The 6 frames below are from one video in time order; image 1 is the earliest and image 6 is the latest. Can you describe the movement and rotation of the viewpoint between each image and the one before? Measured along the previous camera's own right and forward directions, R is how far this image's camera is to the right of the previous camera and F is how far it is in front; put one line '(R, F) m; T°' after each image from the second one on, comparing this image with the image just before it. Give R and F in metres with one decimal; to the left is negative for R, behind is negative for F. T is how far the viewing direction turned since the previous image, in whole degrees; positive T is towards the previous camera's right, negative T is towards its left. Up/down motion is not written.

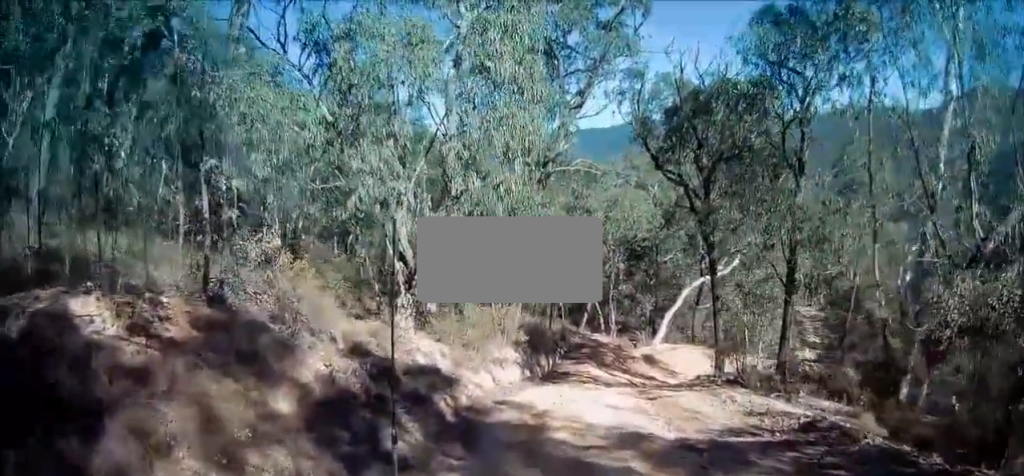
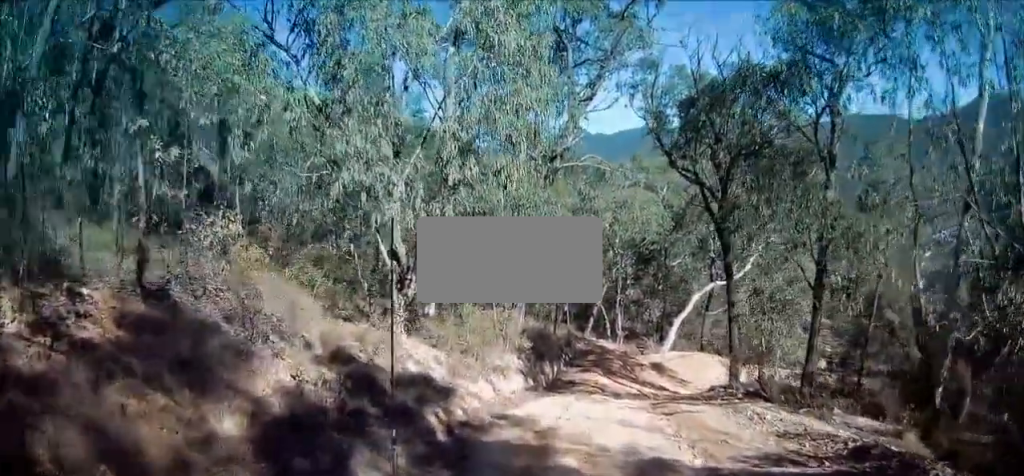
(+0.3, +1.2) m; 0°
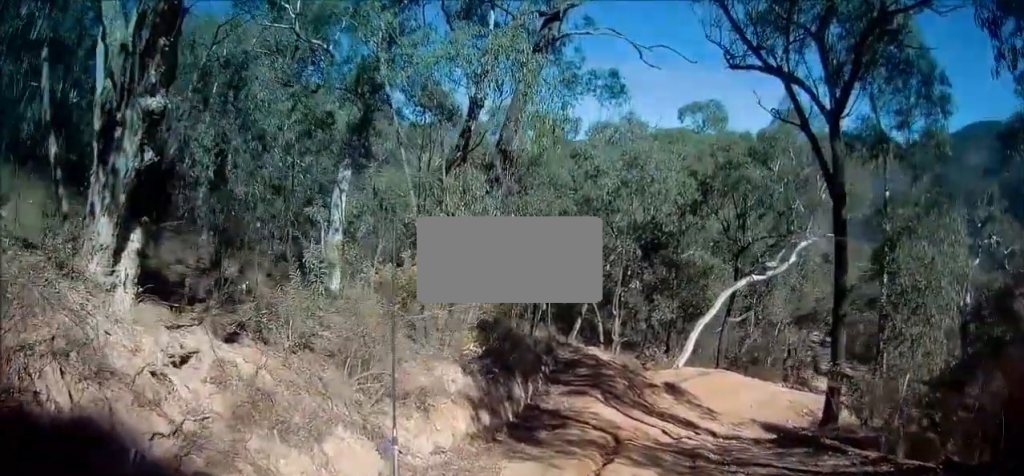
(-0.1, +8.2) m; -7°
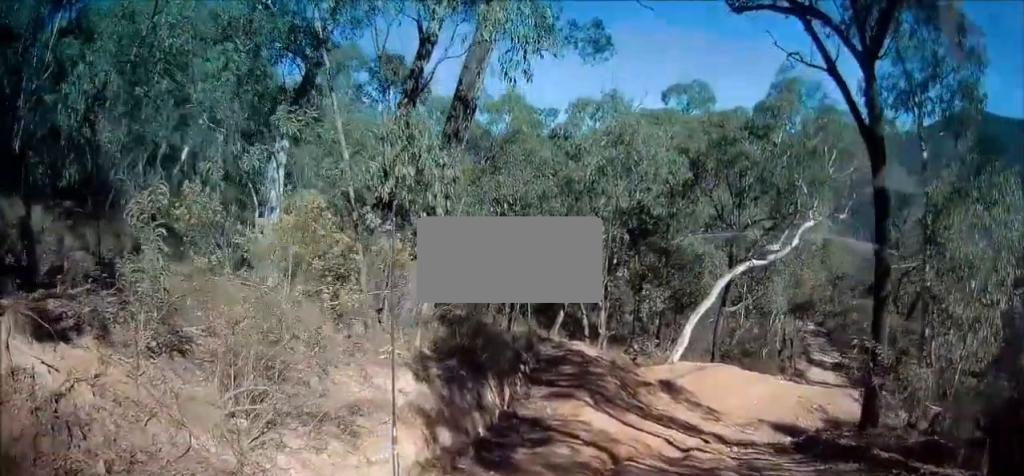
(-0.2, +2.4) m; +1°
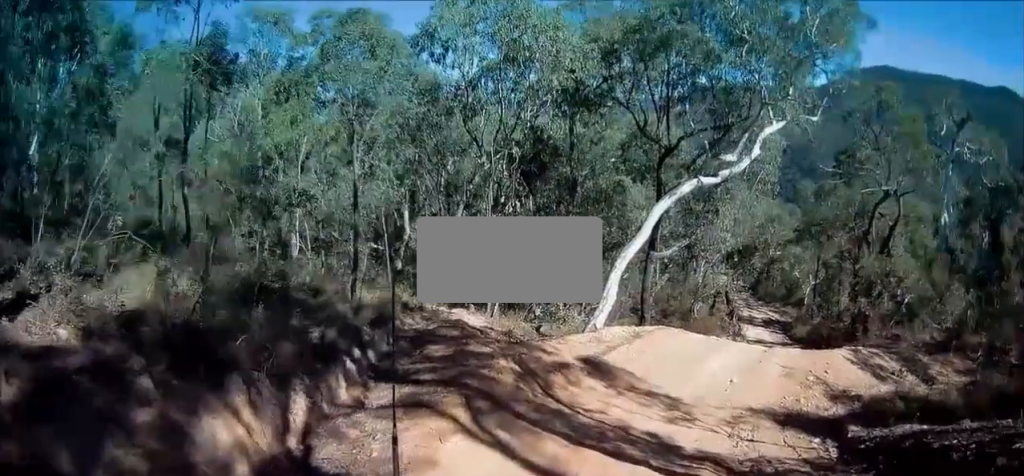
(+1.8, +6.9) m; +9°
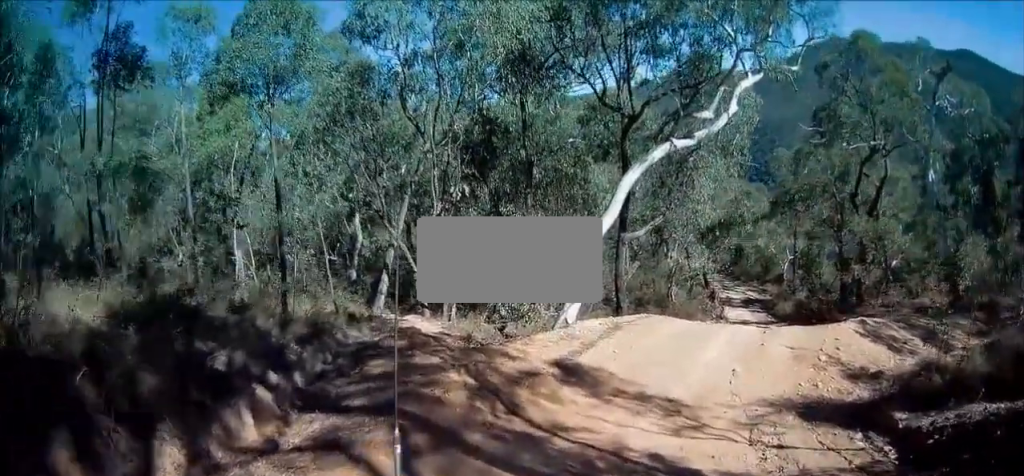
(-0.5, +2.3) m; 0°
